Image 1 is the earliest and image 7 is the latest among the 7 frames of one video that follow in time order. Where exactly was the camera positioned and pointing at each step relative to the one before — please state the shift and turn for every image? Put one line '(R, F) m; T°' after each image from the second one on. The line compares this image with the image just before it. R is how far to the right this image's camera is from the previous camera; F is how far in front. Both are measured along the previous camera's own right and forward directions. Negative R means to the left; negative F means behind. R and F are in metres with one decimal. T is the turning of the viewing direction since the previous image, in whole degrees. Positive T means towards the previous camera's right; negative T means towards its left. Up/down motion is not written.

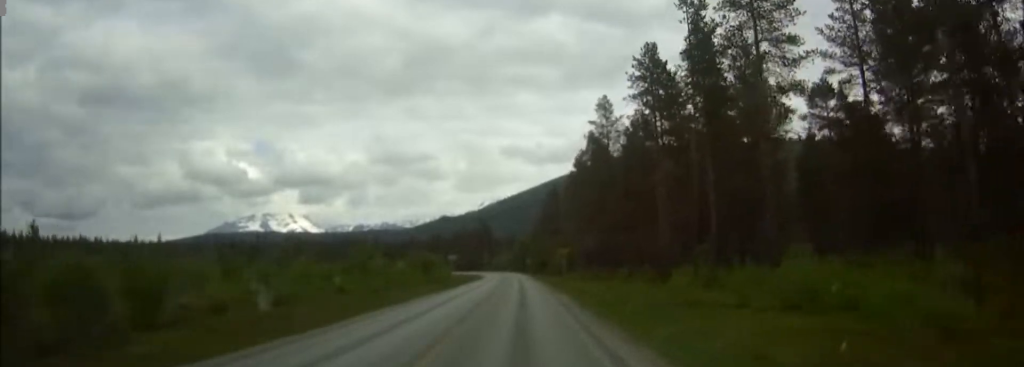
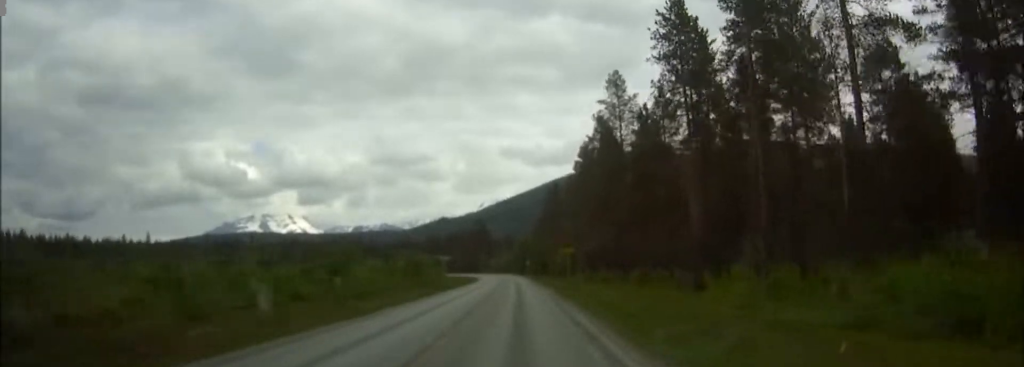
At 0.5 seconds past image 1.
(0.0, +9.6) m; 0°
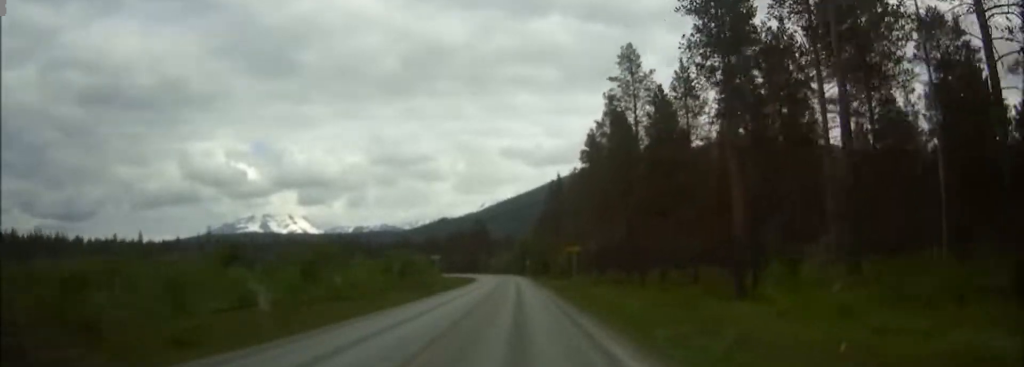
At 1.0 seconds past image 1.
(0.0, +7.9) m; 0°
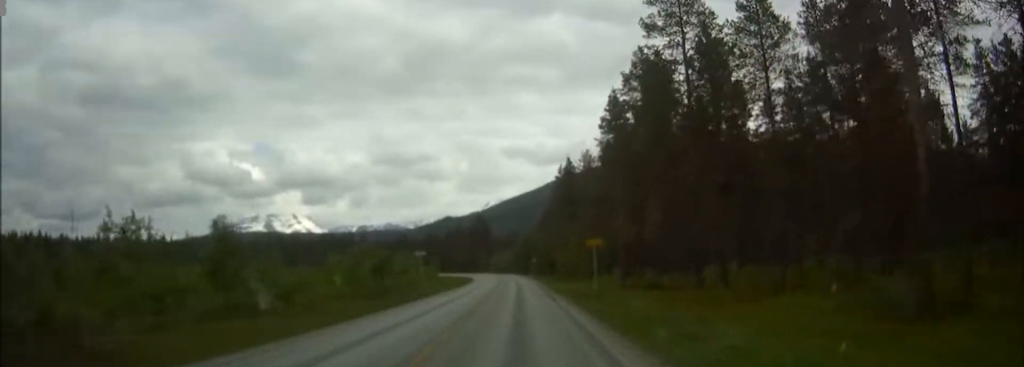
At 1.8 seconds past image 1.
(0.0, +15.9) m; 0°
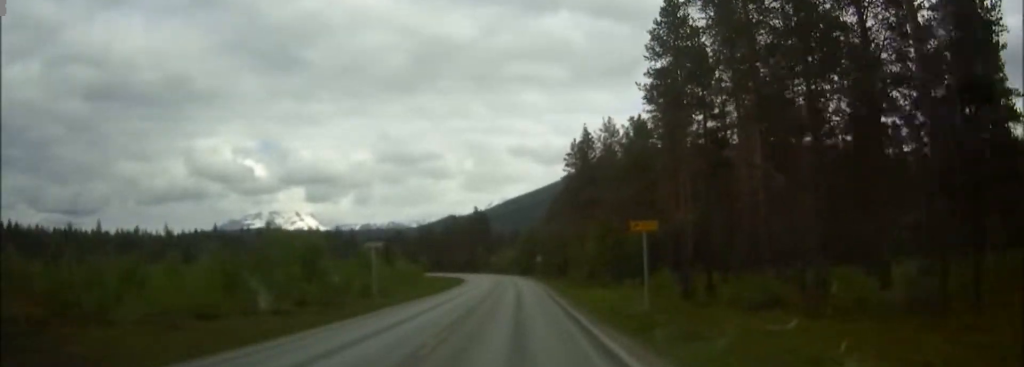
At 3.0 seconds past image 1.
(-0.1, +22.3) m; 0°
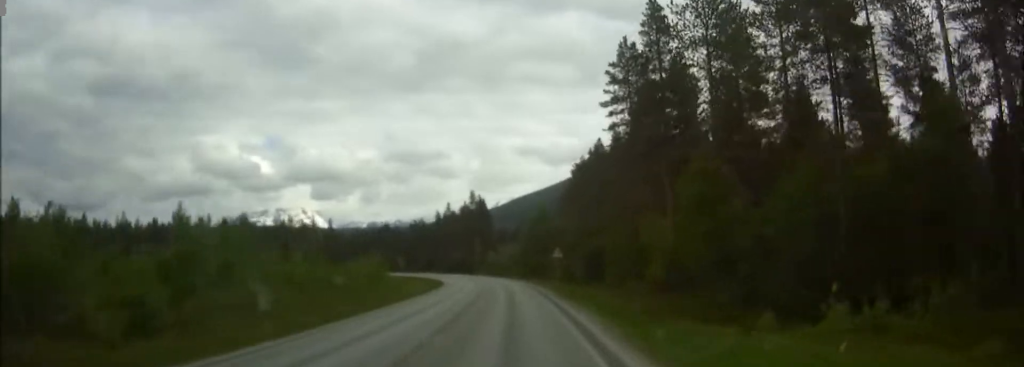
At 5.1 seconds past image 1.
(-0.1, +39.1) m; -1°
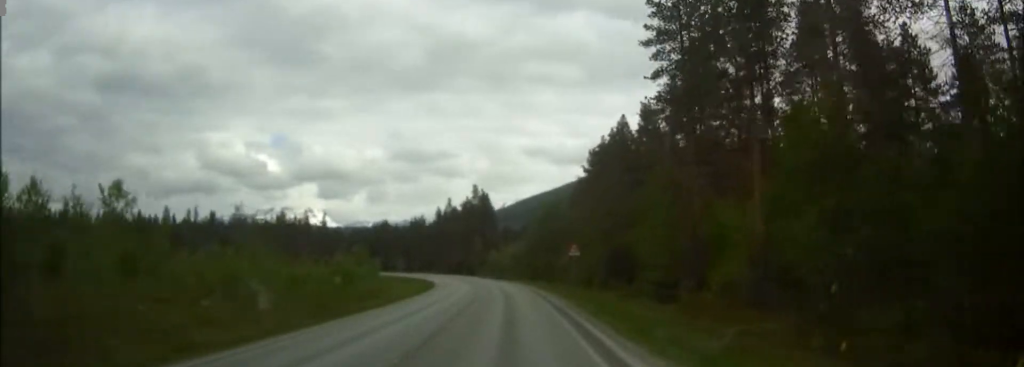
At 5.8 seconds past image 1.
(-0.1, +14.0) m; -1°
